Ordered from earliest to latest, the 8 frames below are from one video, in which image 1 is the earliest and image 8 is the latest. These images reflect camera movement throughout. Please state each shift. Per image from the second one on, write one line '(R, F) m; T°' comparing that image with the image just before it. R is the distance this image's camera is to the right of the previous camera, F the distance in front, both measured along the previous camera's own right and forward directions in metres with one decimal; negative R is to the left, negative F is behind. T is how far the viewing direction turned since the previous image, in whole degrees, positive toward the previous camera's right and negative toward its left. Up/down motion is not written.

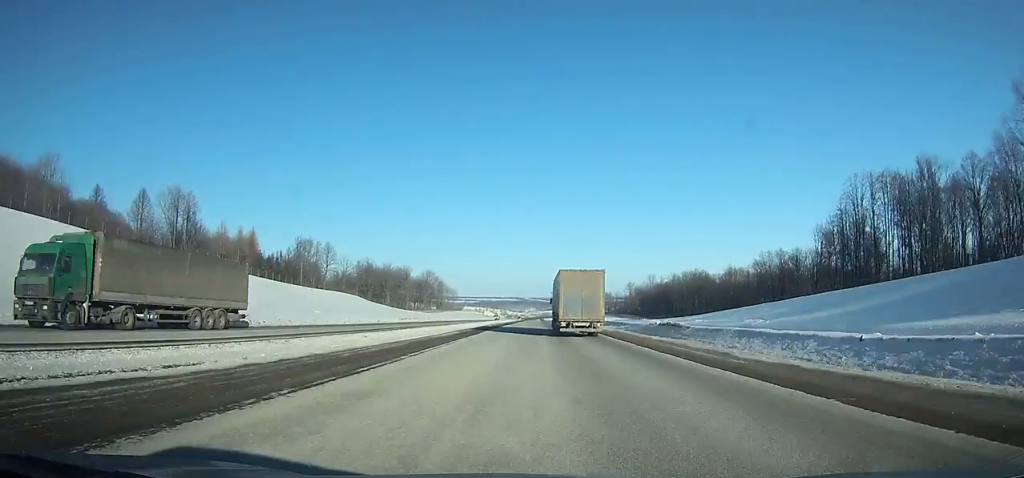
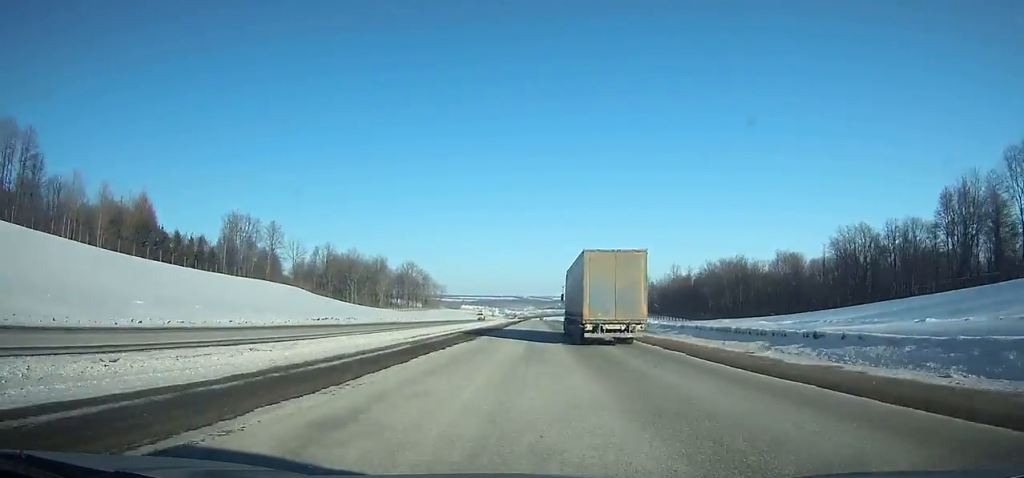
(0.0, +43.8) m; 0°
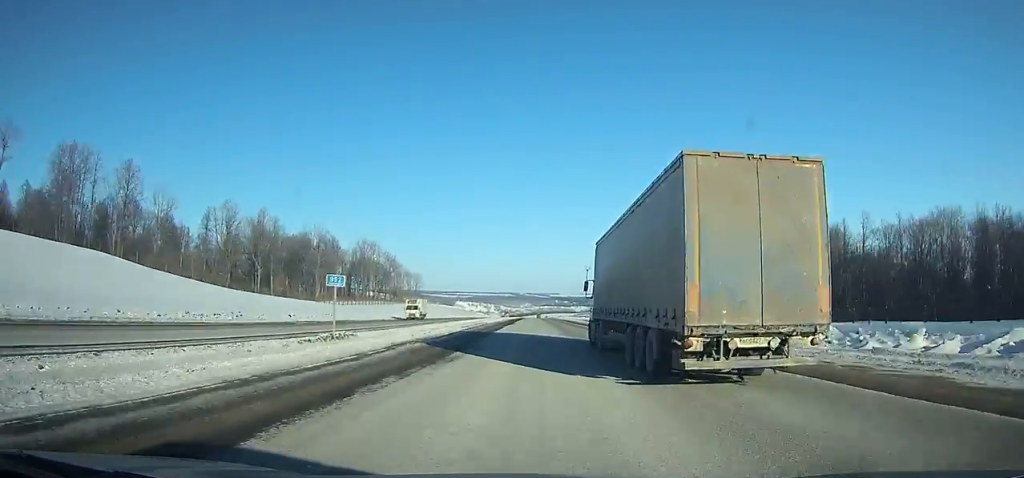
(+0.1, +59.5) m; 0°
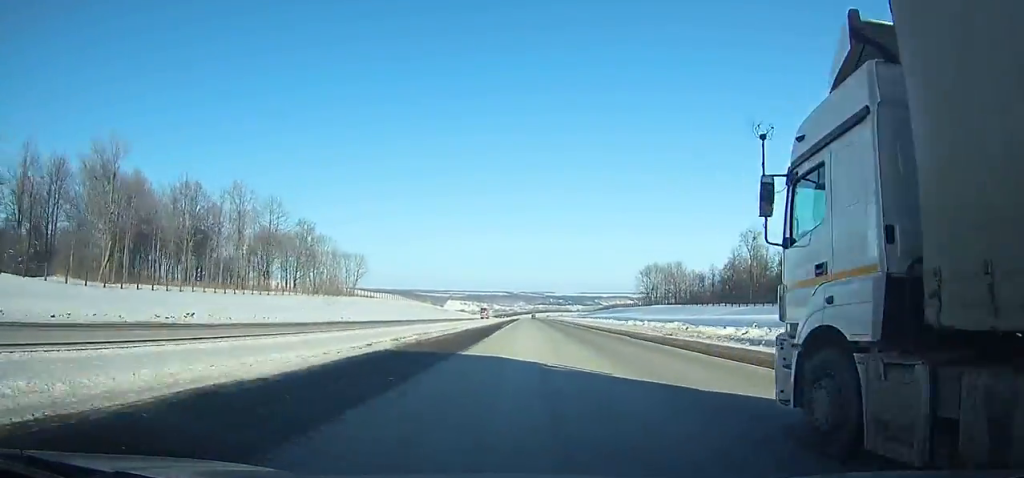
(+0.2, +81.8) m; 0°
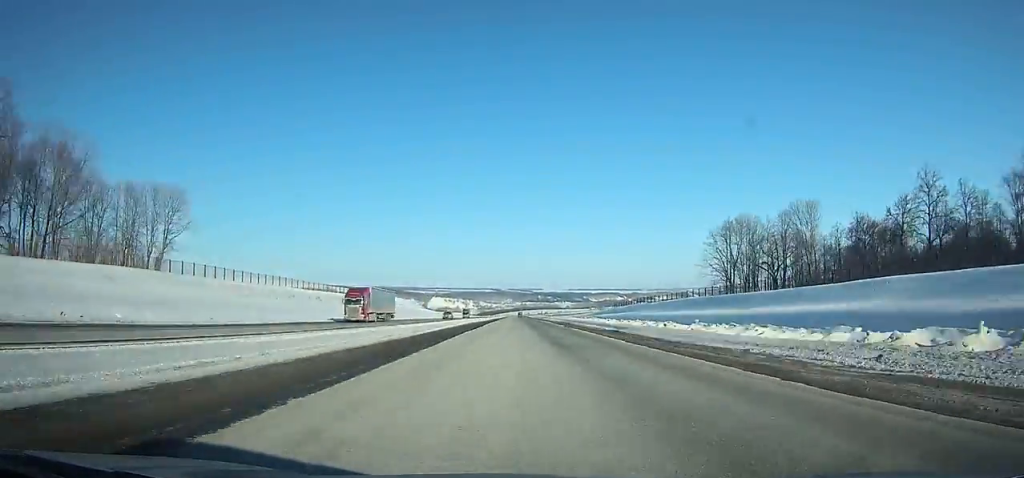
(+0.5, +95.8) m; 0°
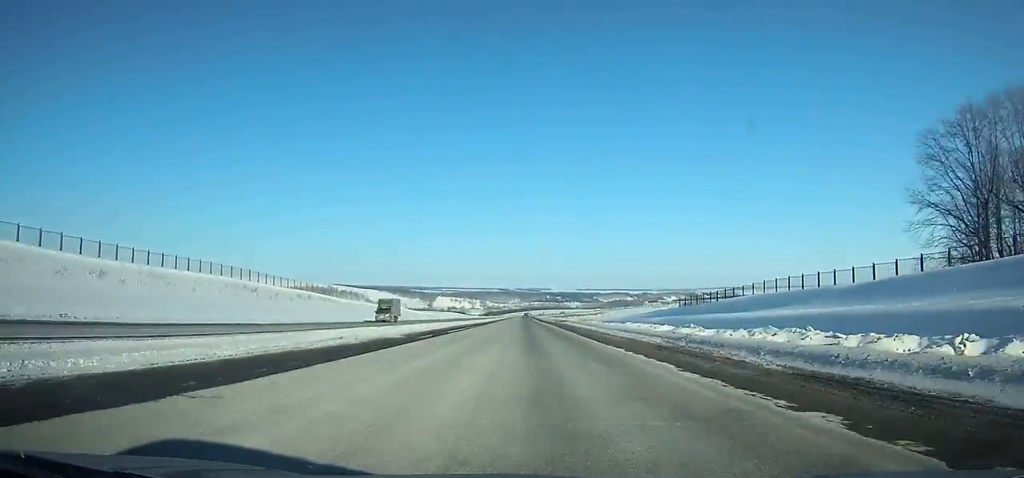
(+0.1, +66.8) m; 0°
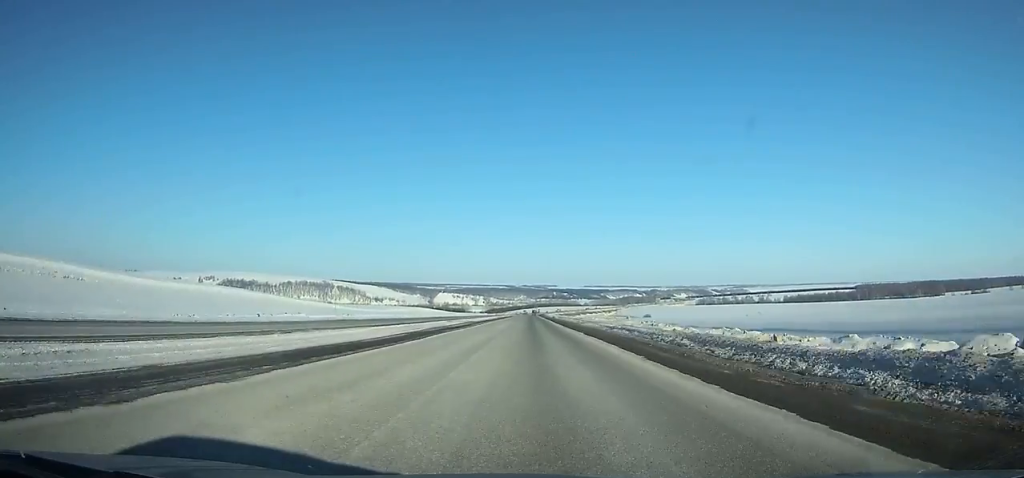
(-0.7, +104.0) m; 0°
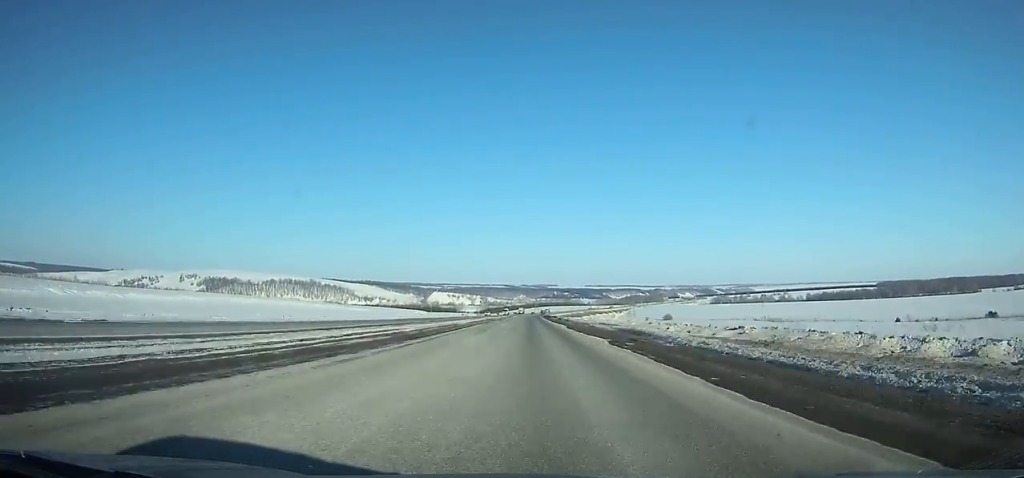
(-0.1, +117.4) m; 0°
